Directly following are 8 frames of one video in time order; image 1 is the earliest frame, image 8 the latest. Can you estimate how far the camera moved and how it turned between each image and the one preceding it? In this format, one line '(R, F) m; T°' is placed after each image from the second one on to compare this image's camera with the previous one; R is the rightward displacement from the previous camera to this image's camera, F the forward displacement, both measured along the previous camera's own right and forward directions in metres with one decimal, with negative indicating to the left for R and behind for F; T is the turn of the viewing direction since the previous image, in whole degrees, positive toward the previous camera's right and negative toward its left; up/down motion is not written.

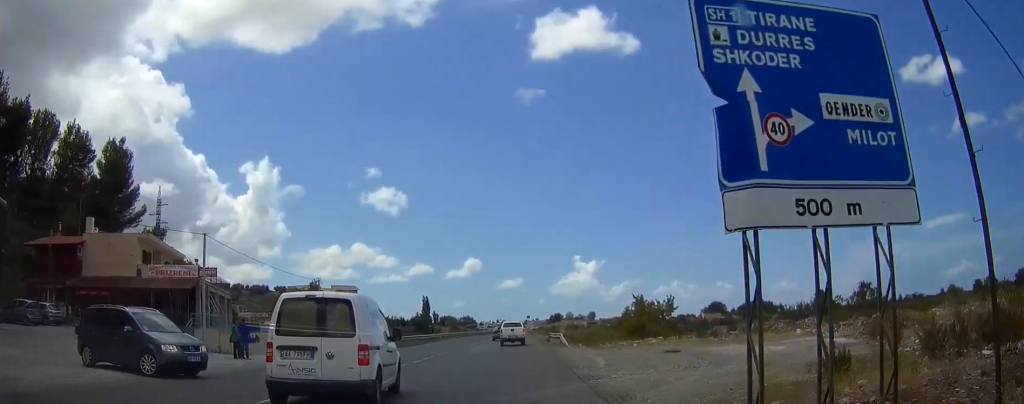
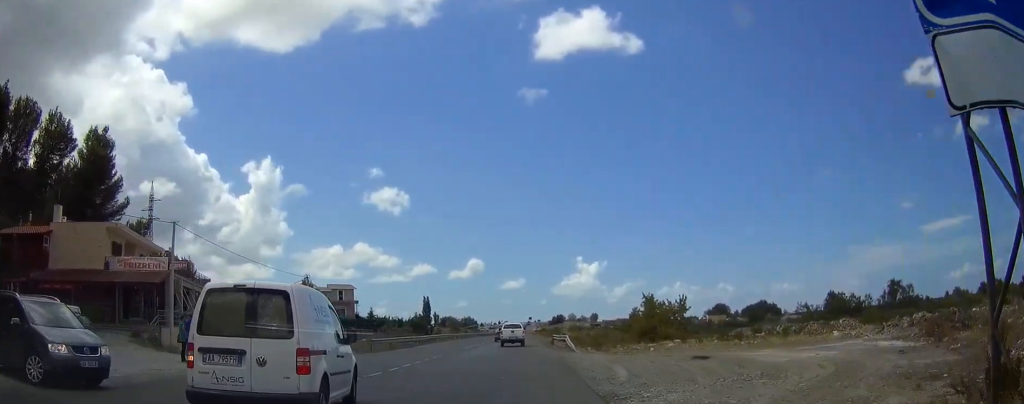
(0.0, +4.9) m; 0°
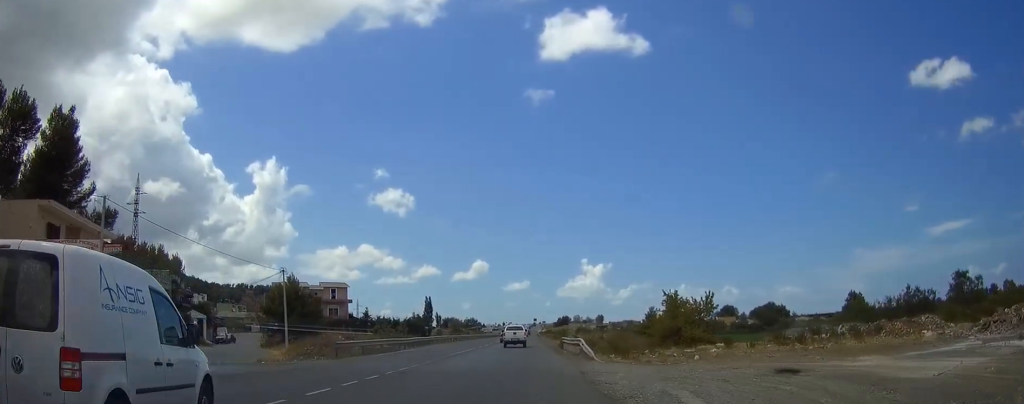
(-0.1, +8.3) m; -1°
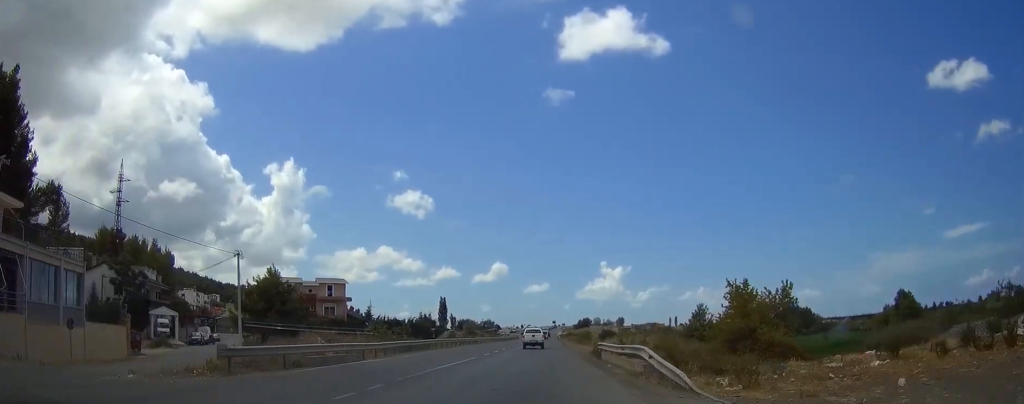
(-0.1, +13.1) m; -1°
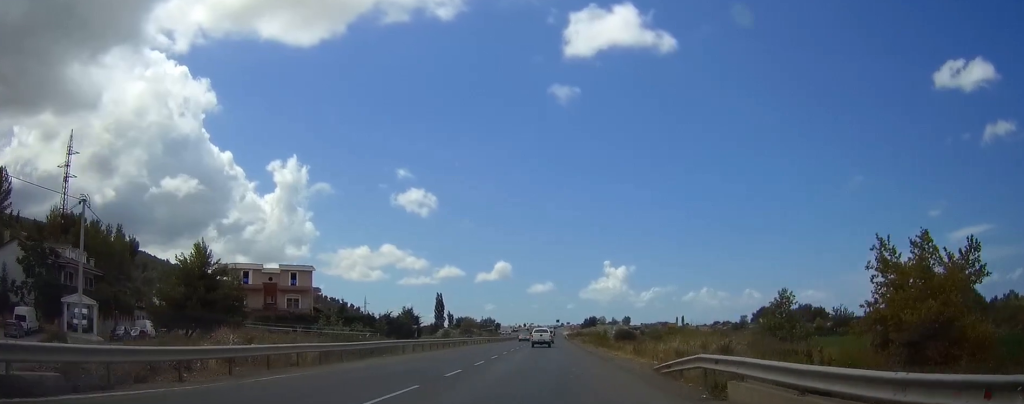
(-0.3, +19.3) m; -1°
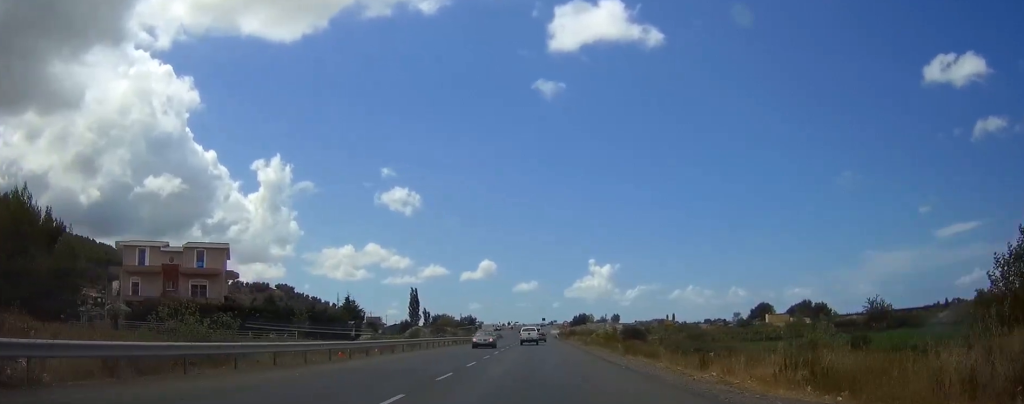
(+0.2, +25.1) m; +1°
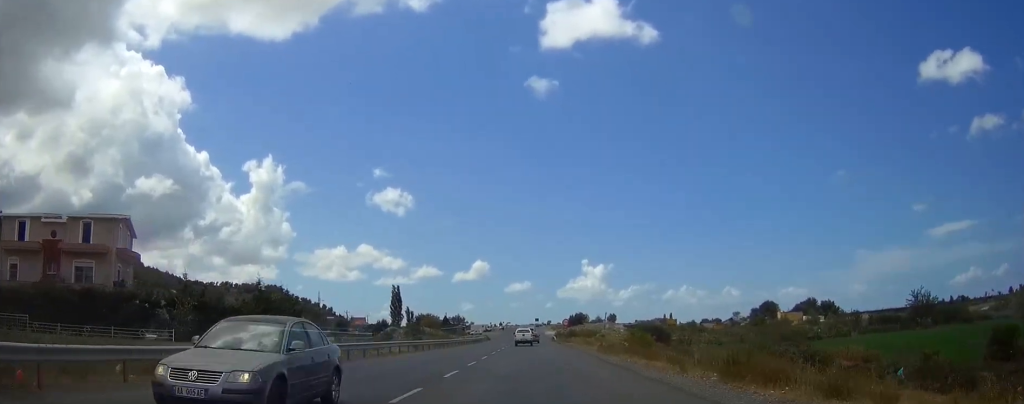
(+0.2, +19.9) m; +1°
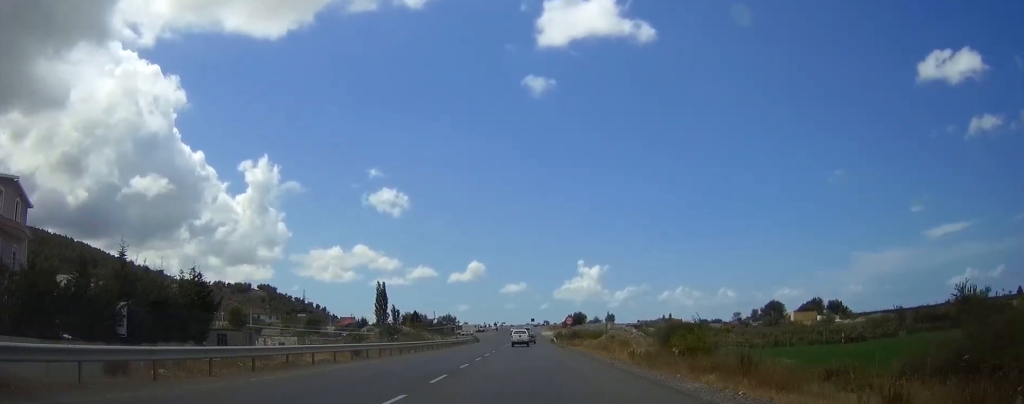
(0.0, +16.5) m; +1°
